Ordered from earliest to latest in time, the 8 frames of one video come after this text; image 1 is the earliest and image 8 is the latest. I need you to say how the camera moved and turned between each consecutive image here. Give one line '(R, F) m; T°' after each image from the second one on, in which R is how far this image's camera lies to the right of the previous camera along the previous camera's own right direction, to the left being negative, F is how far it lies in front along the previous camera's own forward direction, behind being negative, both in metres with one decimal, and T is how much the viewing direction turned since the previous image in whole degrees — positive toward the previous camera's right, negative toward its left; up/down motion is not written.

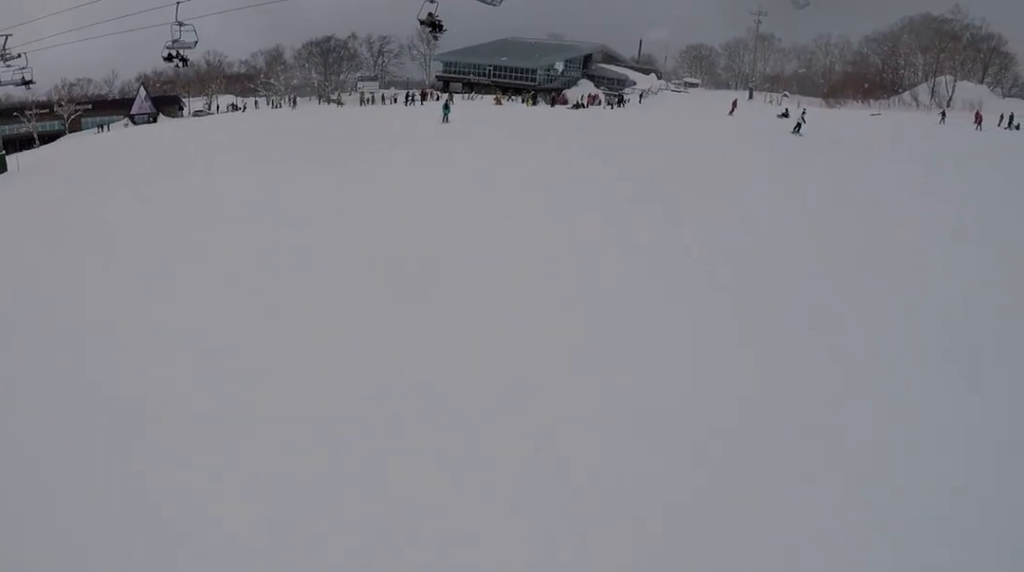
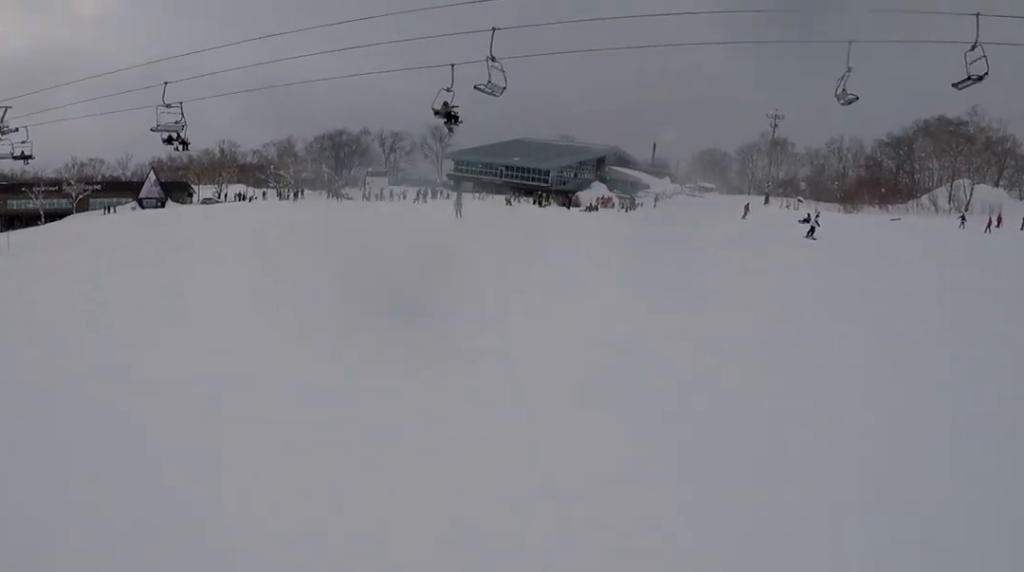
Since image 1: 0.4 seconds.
(+0.2, +3.5) m; 0°
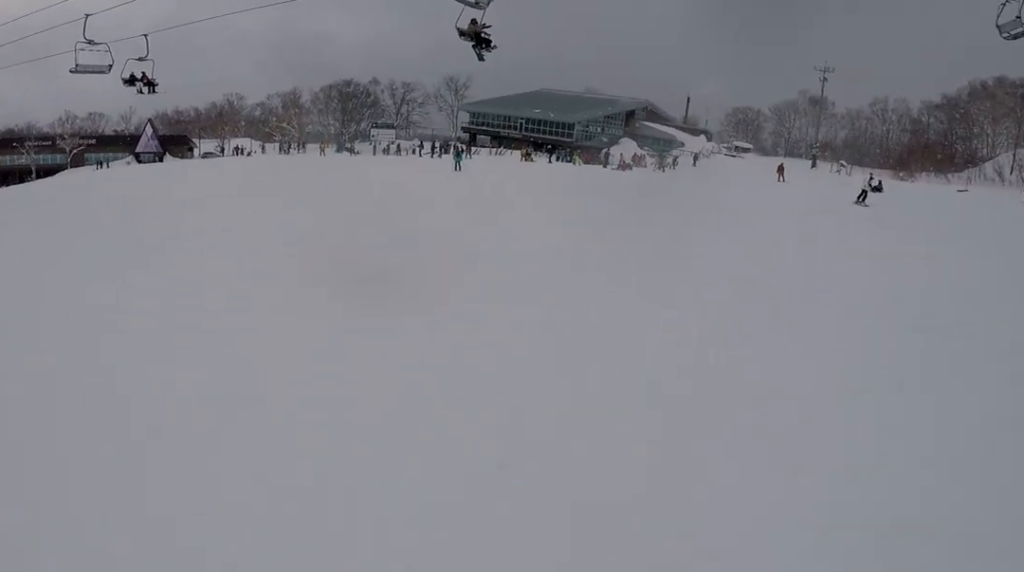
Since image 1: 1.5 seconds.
(+0.1, +8.0) m; +1°
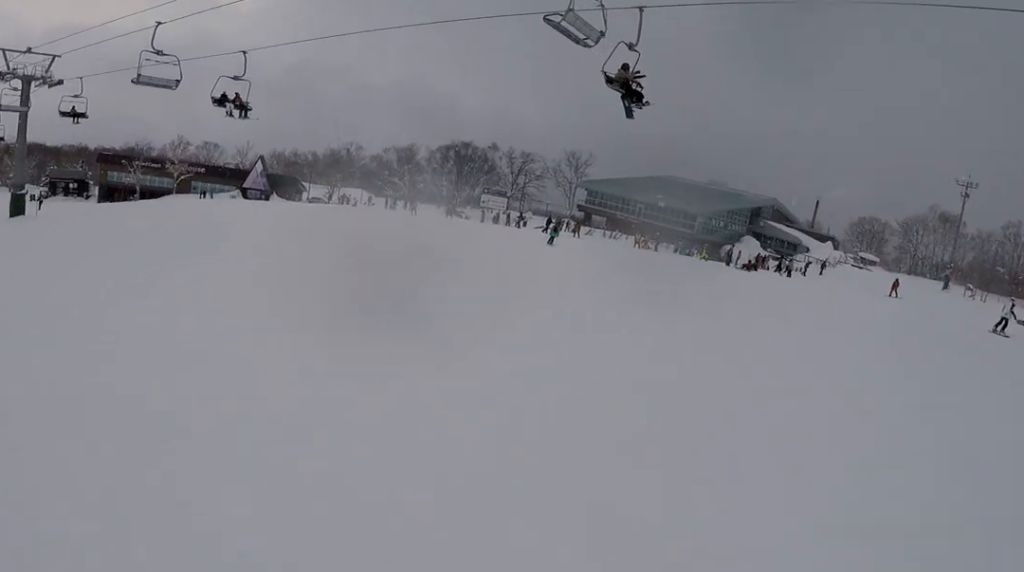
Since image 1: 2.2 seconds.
(-0.3, +4.9) m; +1°
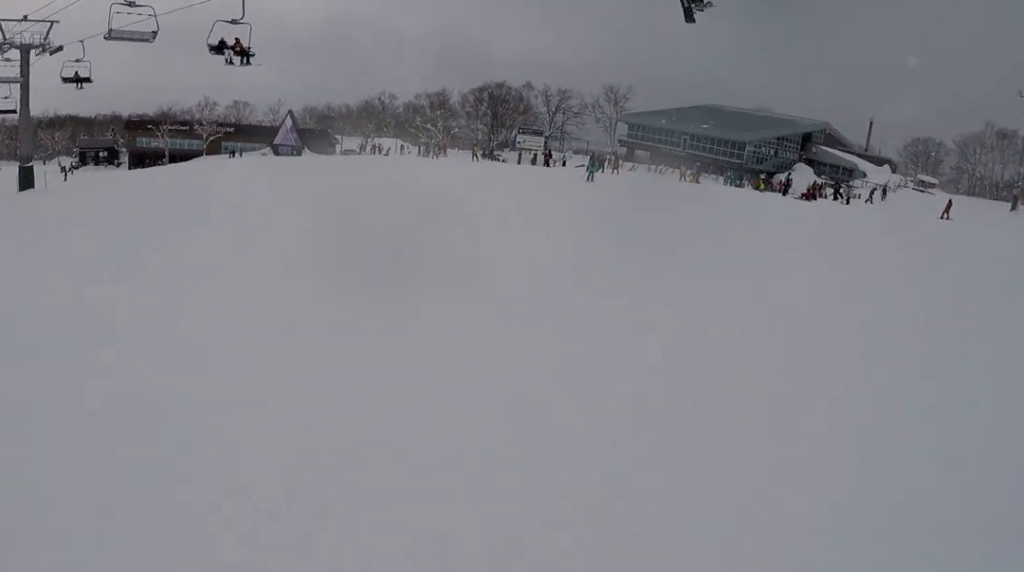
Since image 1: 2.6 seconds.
(+0.4, +3.2) m; 0°
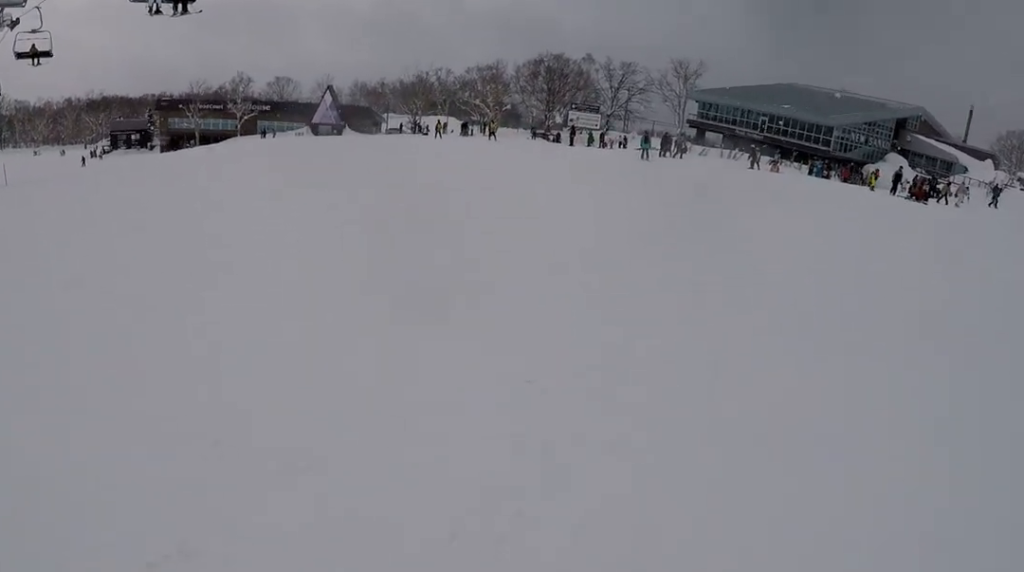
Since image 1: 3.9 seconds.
(-0.4, +8.6) m; -13°
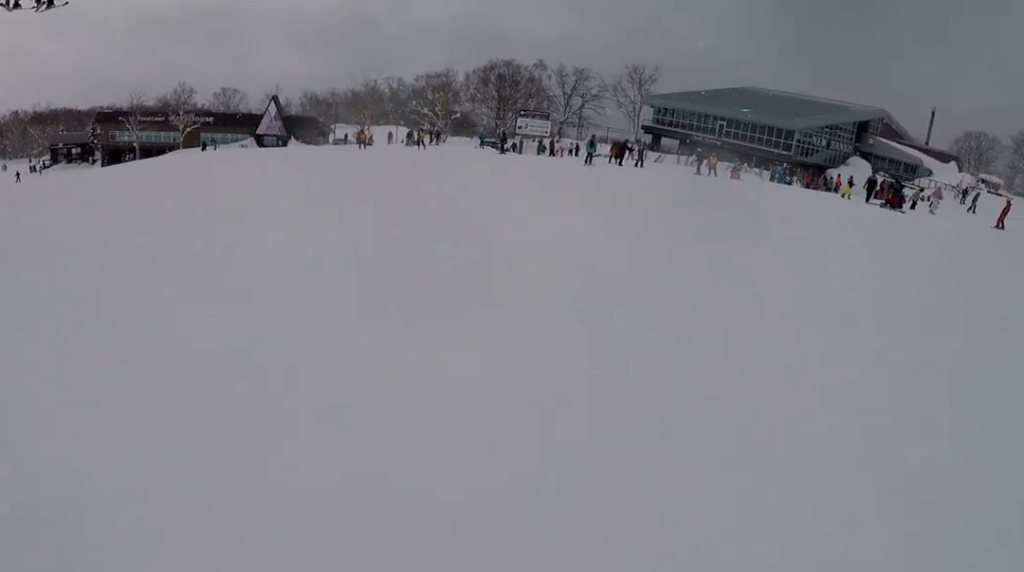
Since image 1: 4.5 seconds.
(-0.4, +3.7) m; +2°
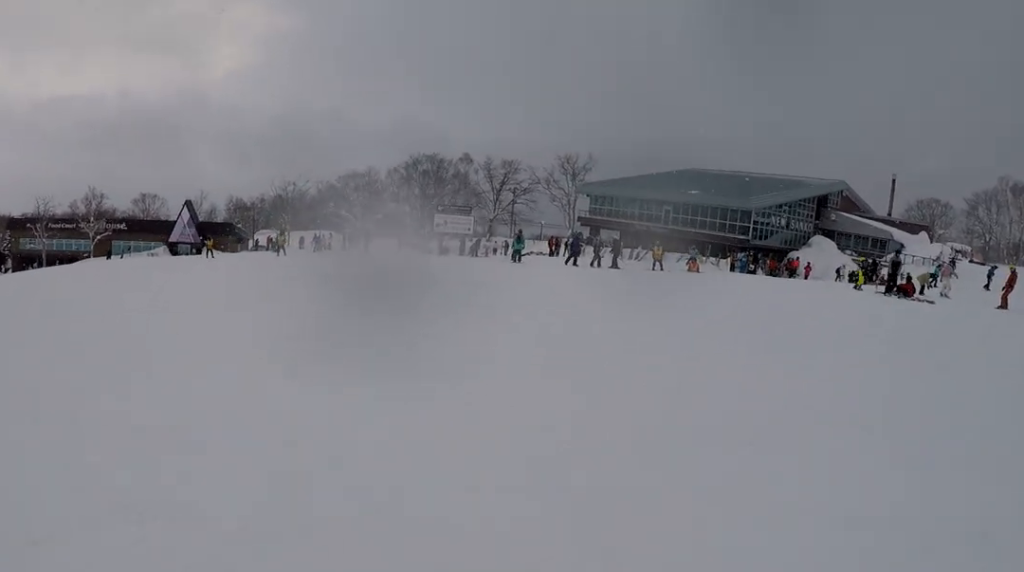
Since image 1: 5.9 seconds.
(+1.2, +8.3) m; +20°
